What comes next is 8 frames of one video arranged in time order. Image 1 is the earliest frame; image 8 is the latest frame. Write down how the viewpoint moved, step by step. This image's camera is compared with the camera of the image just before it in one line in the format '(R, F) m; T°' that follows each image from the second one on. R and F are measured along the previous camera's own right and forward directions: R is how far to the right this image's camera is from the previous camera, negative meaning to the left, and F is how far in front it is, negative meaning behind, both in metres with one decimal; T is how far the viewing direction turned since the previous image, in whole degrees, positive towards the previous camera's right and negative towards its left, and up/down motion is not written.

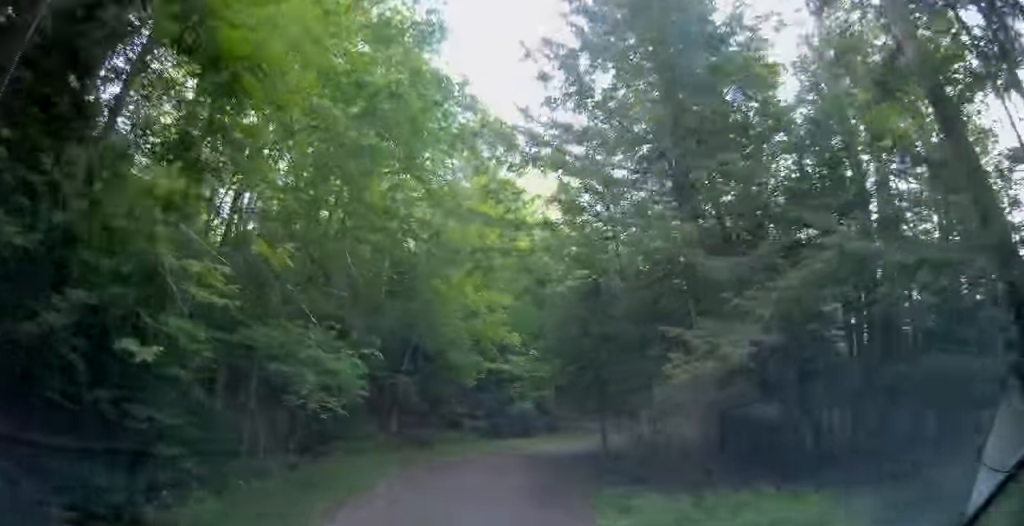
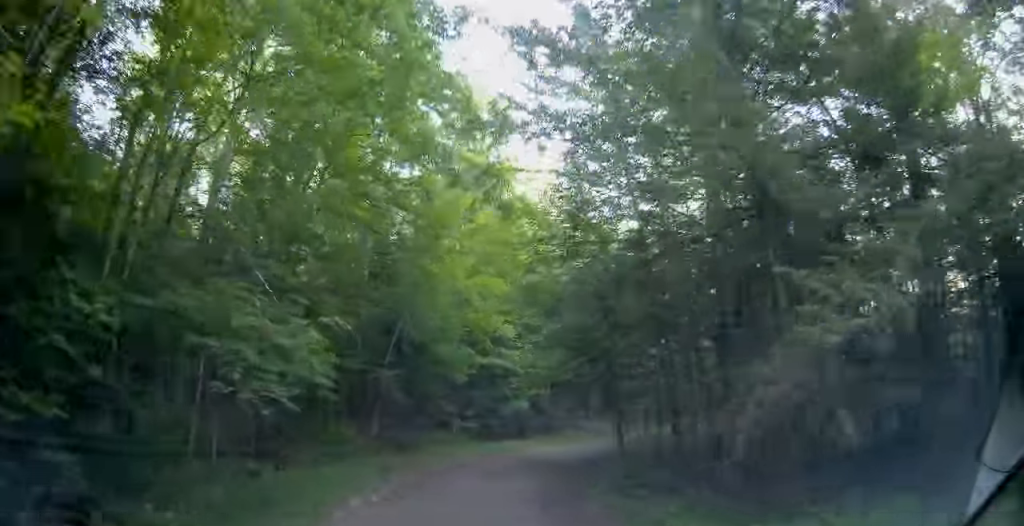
(-0.1, +3.8) m; 0°
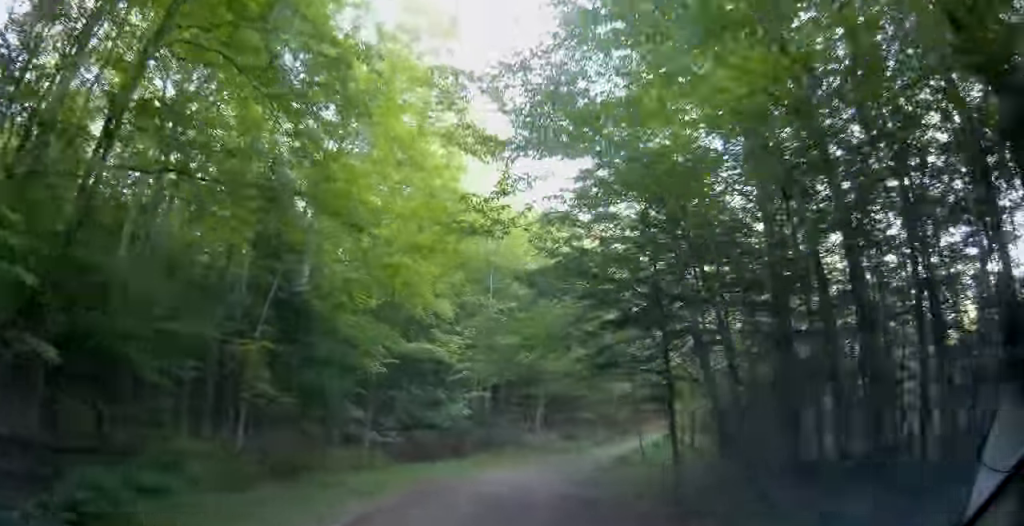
(+0.4, +11.5) m; +6°
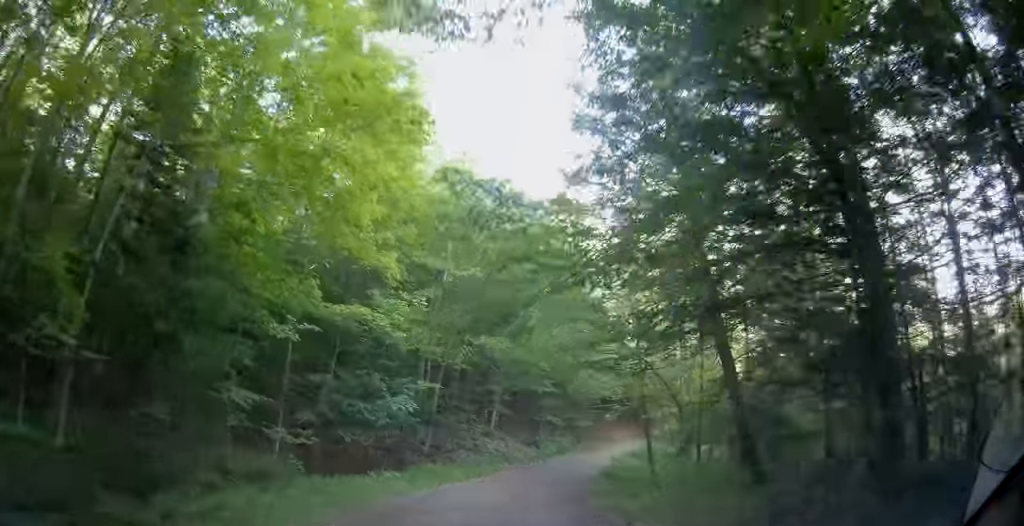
(+0.1, +7.0) m; +7°
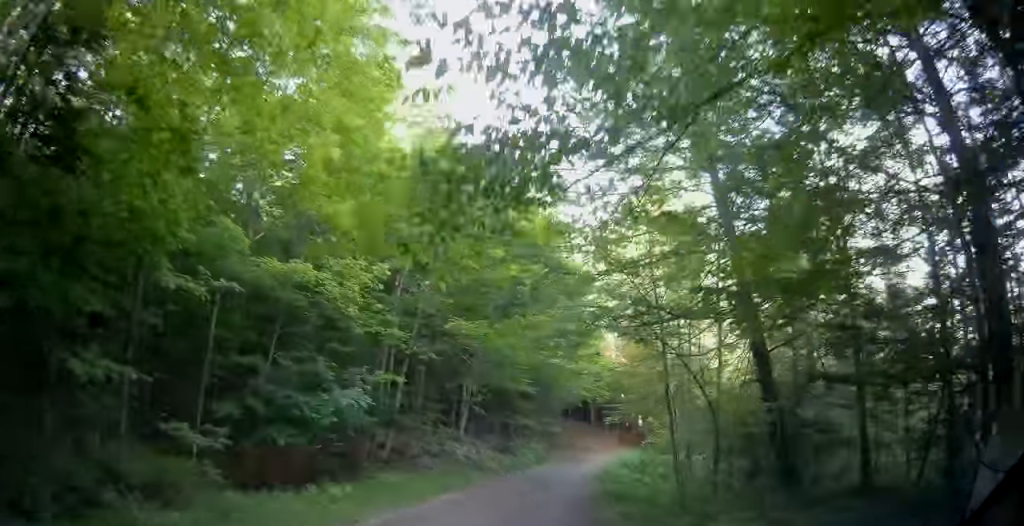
(+0.5, +4.3) m; +6°
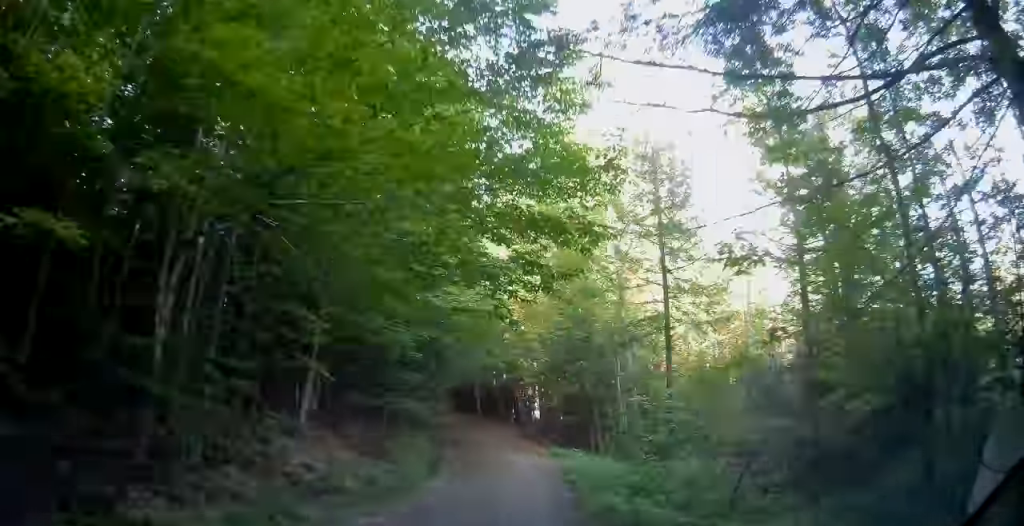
(+1.7, +12.9) m; +13°
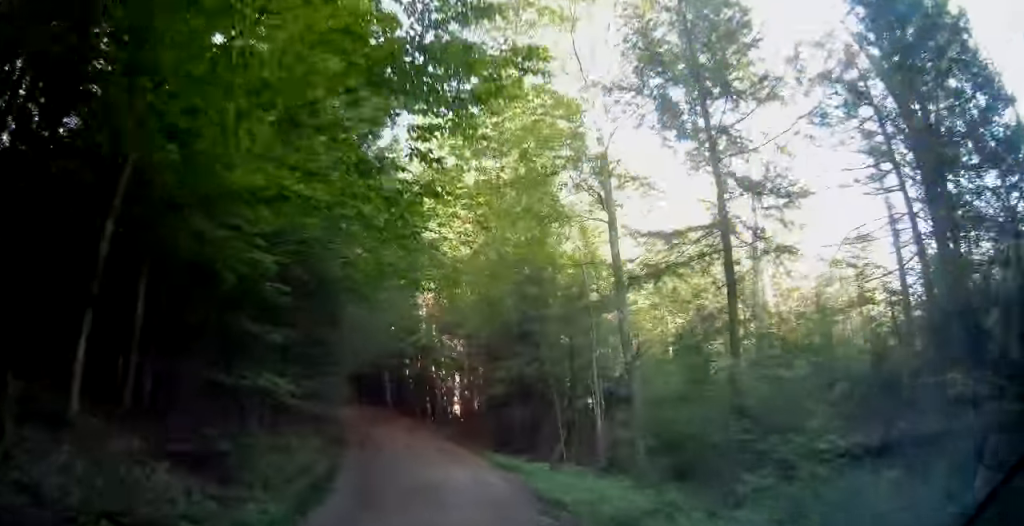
(+0.4, +9.0) m; +4°
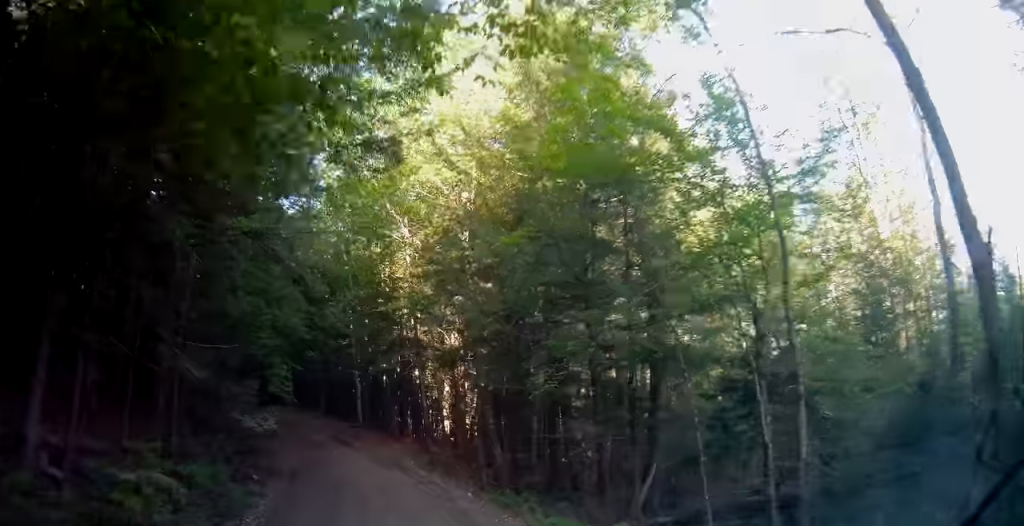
(+0.5, +12.0) m; +2°
